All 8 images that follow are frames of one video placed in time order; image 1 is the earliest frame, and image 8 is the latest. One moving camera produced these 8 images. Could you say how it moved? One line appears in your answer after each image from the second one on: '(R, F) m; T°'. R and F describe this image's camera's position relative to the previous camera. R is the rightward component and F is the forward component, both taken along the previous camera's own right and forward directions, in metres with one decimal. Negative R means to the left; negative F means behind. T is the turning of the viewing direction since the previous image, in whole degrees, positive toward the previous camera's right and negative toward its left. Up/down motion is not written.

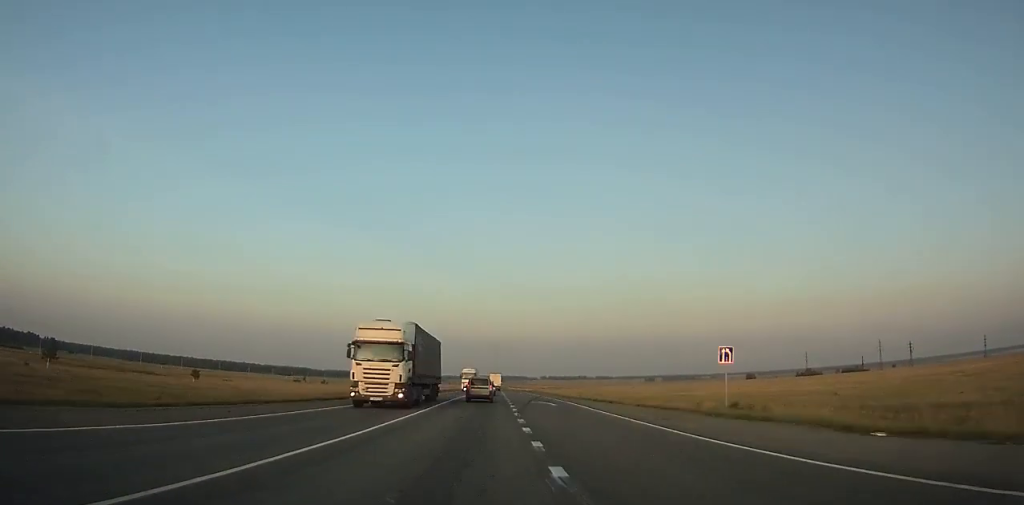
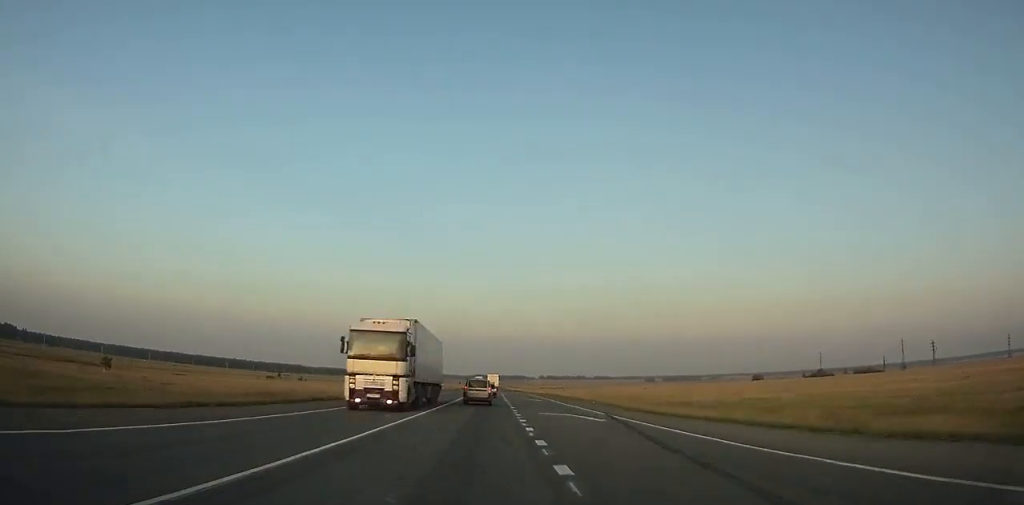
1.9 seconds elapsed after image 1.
(0.0, +39.7) m; 0°
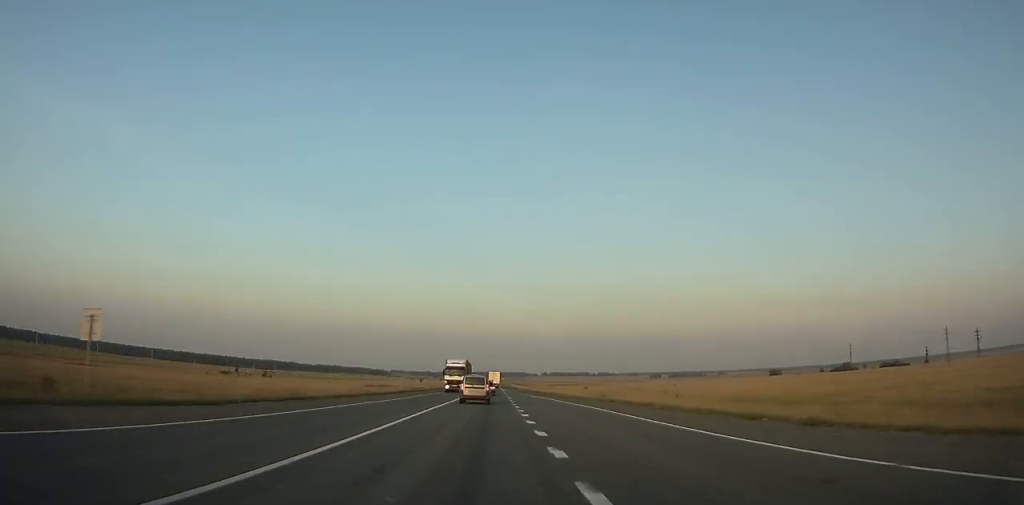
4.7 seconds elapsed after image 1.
(-0.1, +58.7) m; 0°
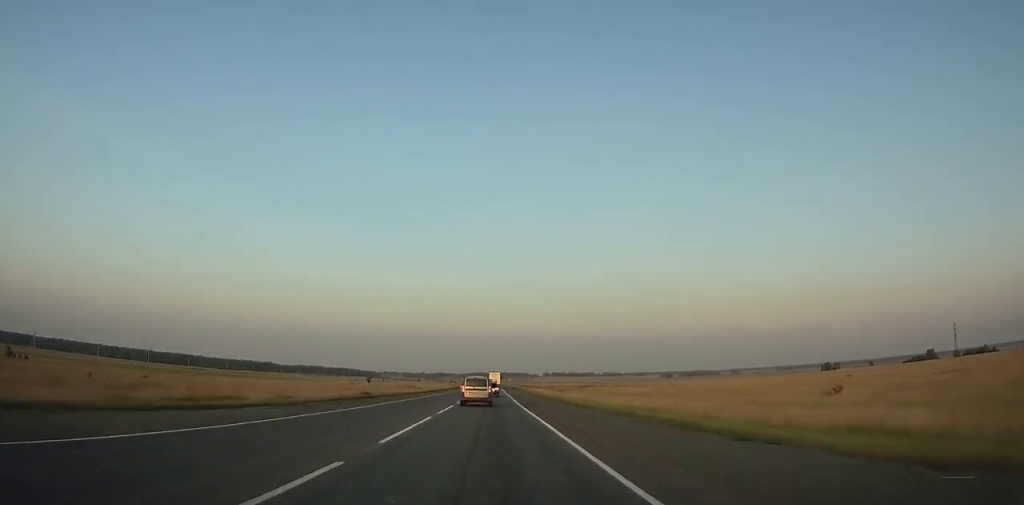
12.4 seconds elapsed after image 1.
(0.0, +164.2) m; 0°
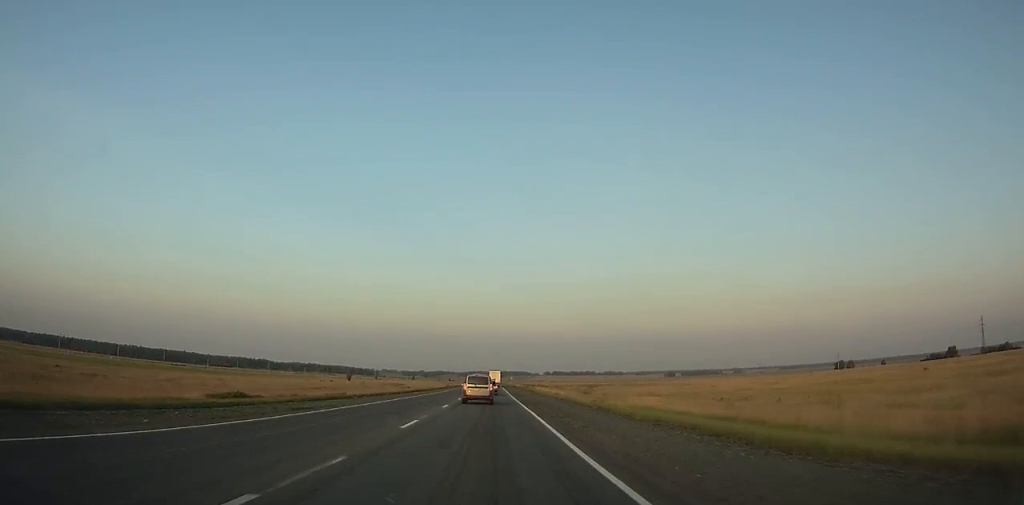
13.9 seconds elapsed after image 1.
(0.0, +32.5) m; 0°
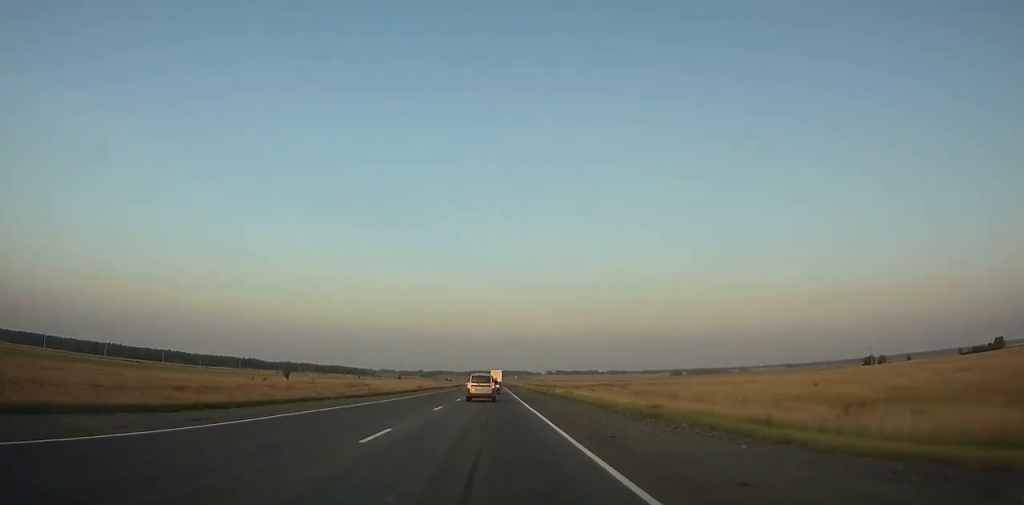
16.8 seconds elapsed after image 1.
(-0.1, +63.4) m; 0°
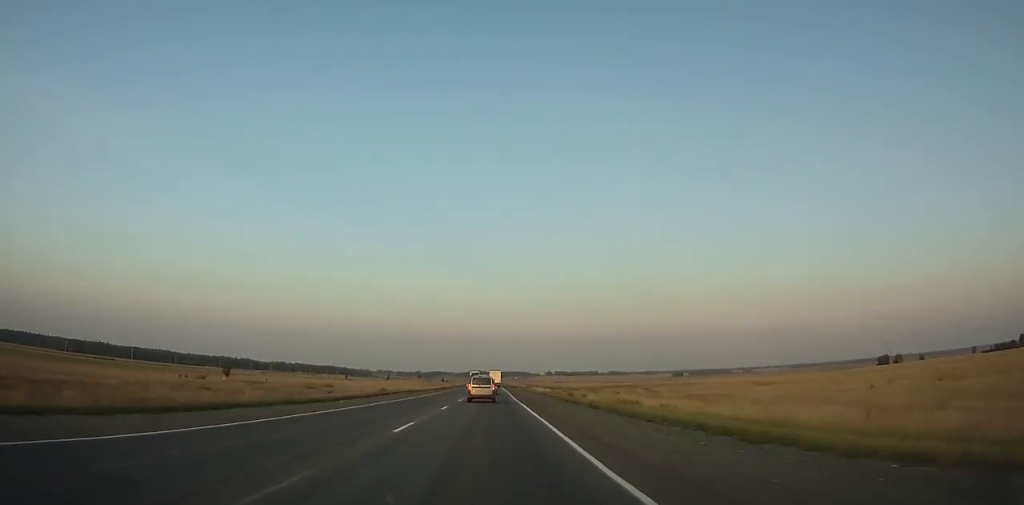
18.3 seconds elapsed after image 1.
(+0.1, +33.0) m; 0°
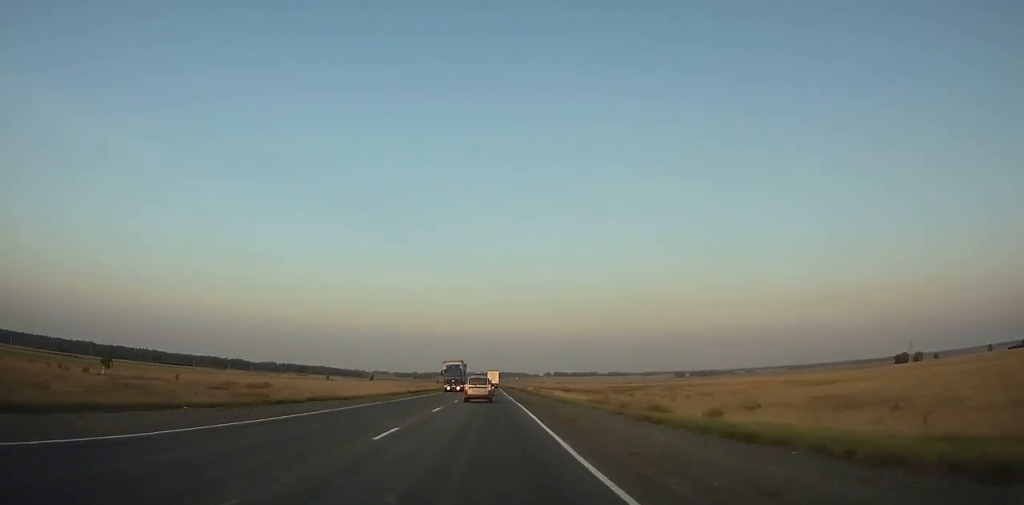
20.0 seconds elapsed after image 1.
(+0.1, +37.6) m; 0°
